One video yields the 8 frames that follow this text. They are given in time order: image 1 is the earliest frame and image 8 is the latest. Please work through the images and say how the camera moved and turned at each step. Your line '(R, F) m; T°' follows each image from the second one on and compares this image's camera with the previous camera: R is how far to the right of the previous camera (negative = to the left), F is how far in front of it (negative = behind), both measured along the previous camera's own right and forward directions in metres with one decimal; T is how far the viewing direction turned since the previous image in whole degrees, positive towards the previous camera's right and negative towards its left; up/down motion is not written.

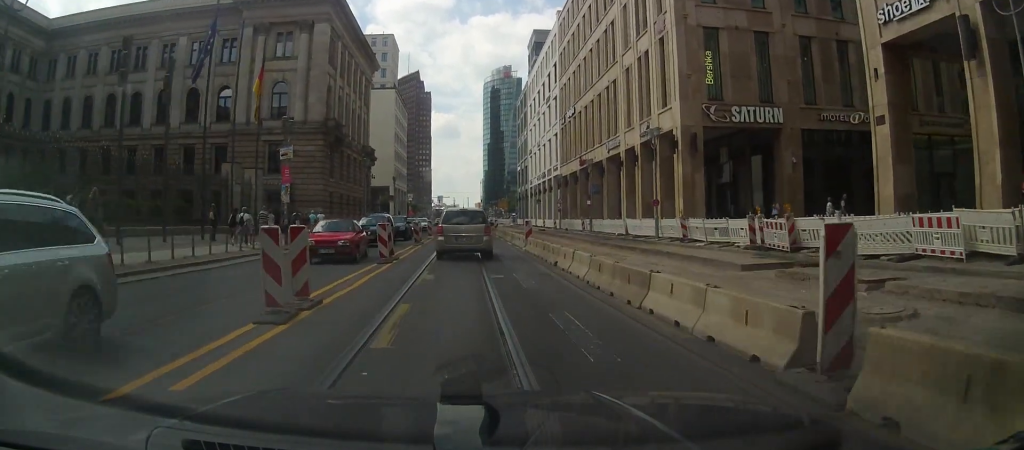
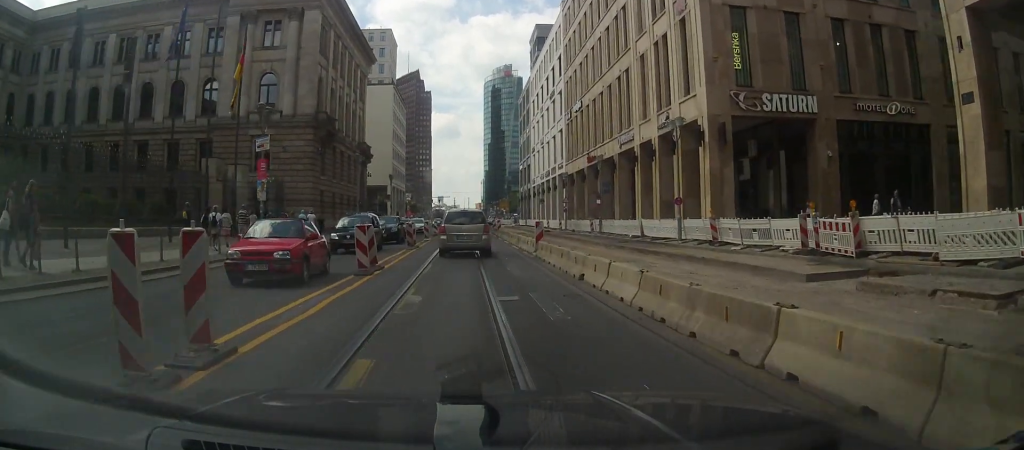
(0.0, +3.5) m; 0°
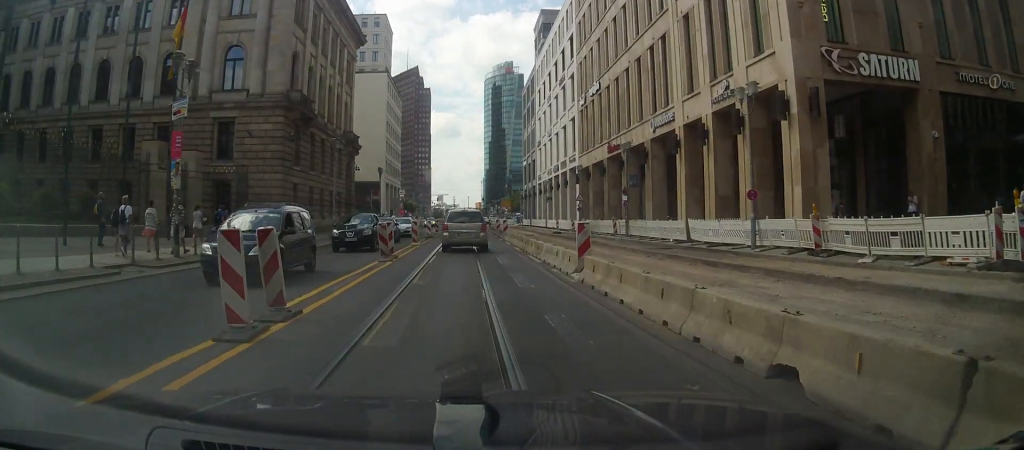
(-0.2, +7.8) m; -4°
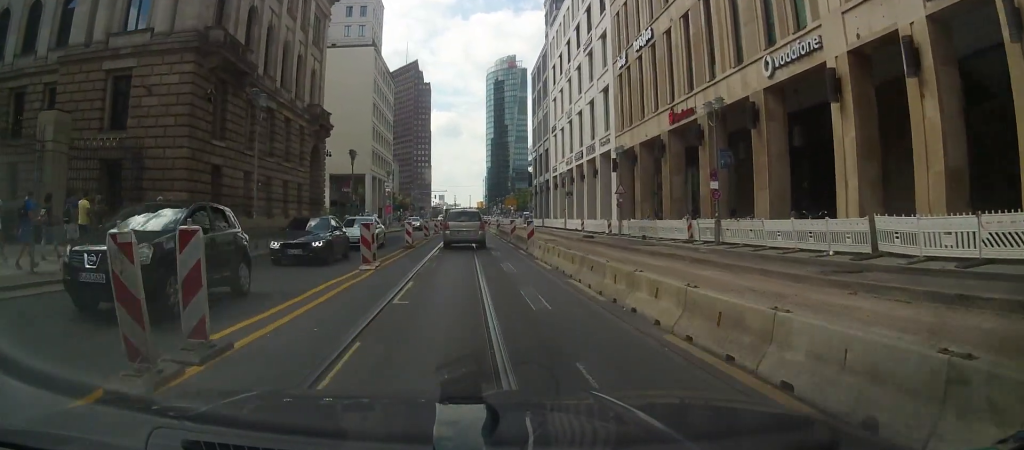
(+0.2, +14.1) m; +1°
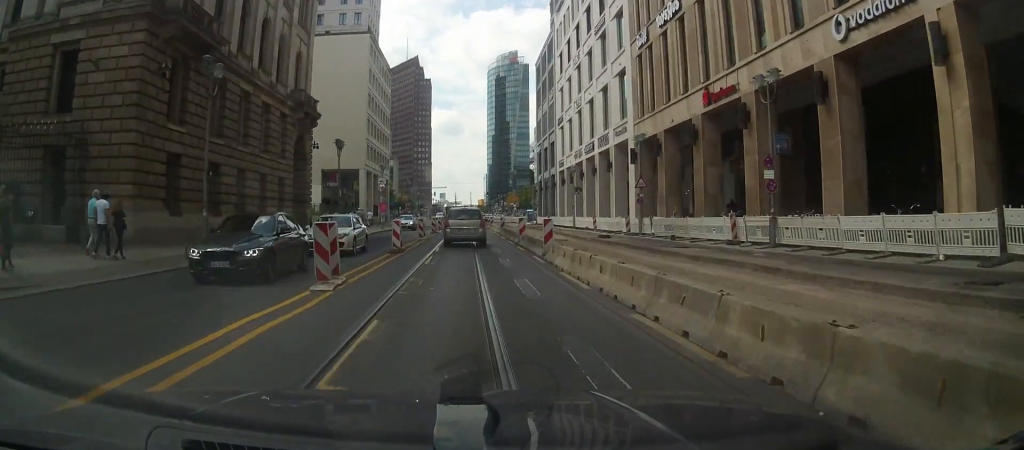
(-0.2, +4.9) m; -2°
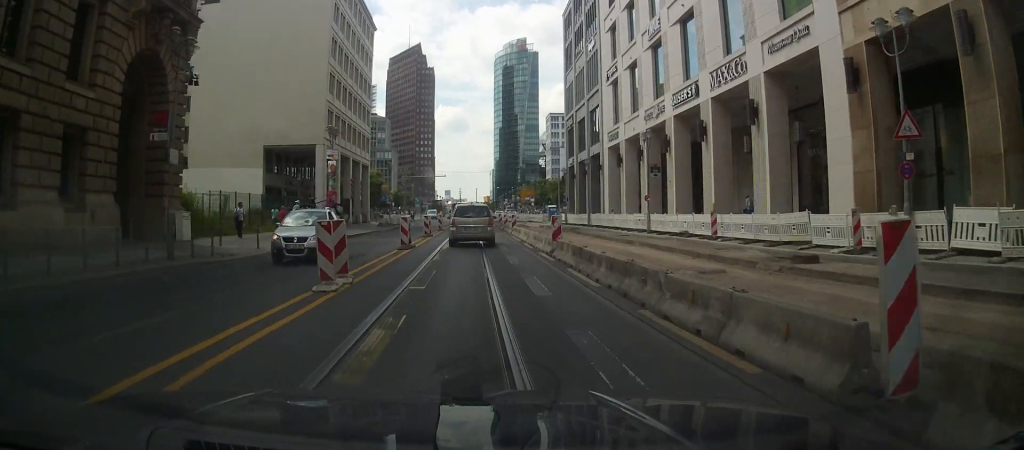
(-0.5, +23.7) m; -2°
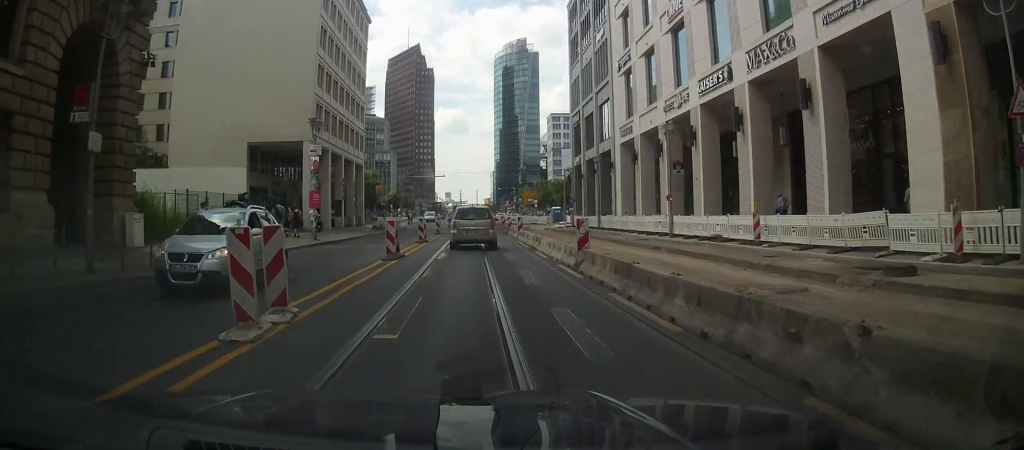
(0.0, +4.1) m; 0°
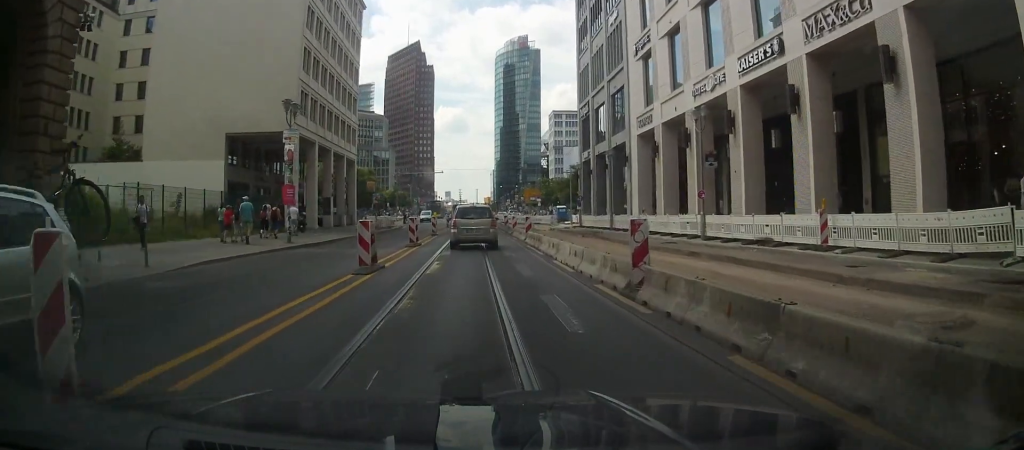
(0.0, +4.7) m; 0°
